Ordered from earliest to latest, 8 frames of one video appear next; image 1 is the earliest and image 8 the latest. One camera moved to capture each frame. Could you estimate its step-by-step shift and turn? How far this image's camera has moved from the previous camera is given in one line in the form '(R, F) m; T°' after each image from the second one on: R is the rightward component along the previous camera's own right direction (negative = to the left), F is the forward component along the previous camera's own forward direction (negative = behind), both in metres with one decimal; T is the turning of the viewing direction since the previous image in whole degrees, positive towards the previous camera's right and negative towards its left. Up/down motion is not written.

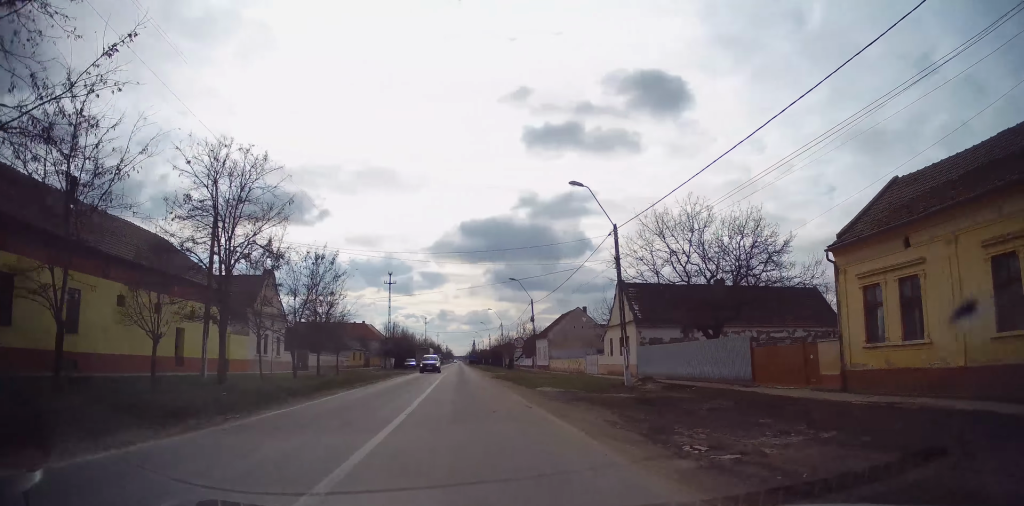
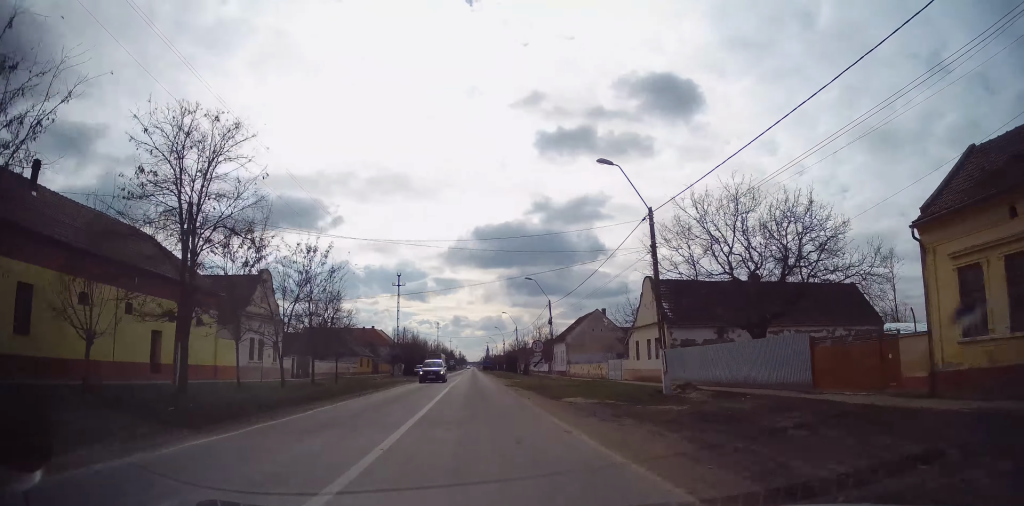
(-0.2, +3.7) m; -2°
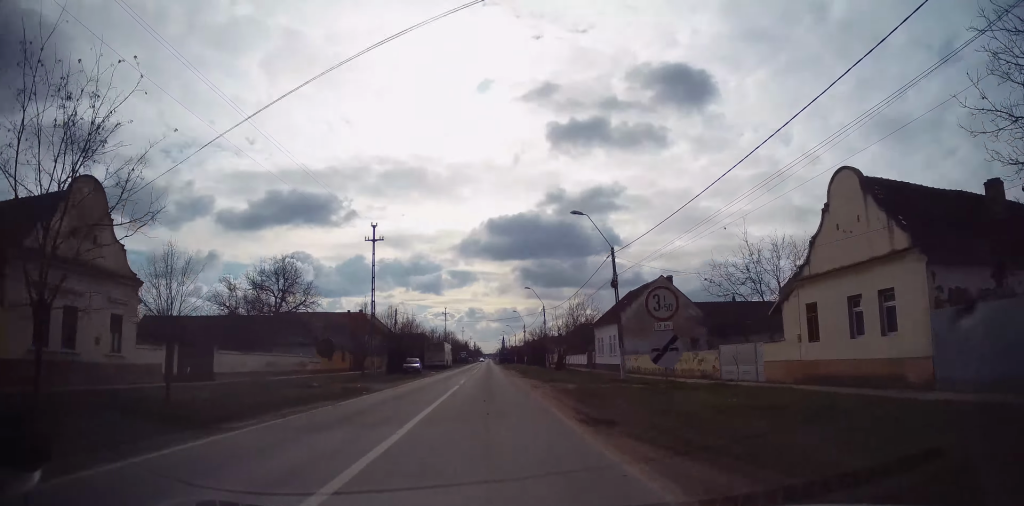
(-0.8, +19.8) m; -4°
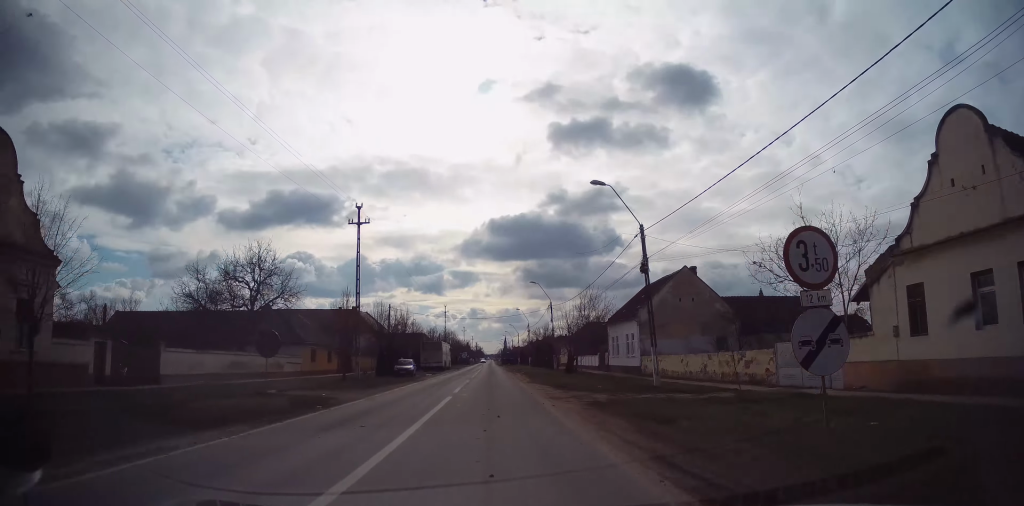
(-0.2, +5.7) m; 0°
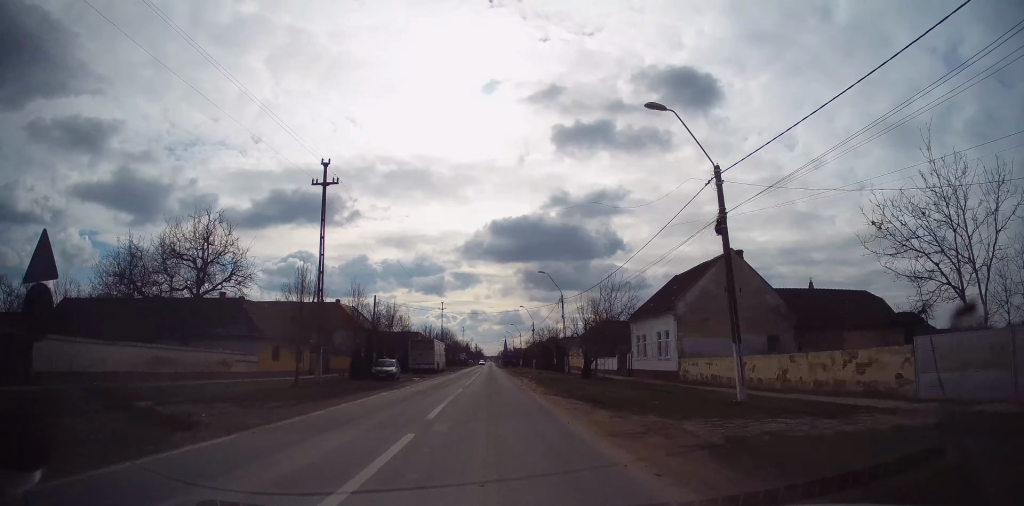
(+0.3, +9.1) m; 0°
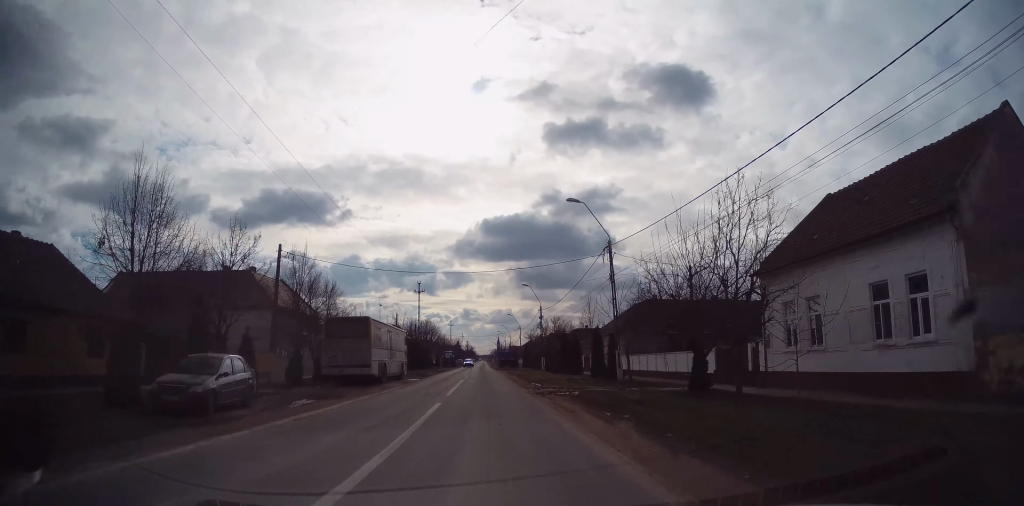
(-0.2, +25.2) m; -1°
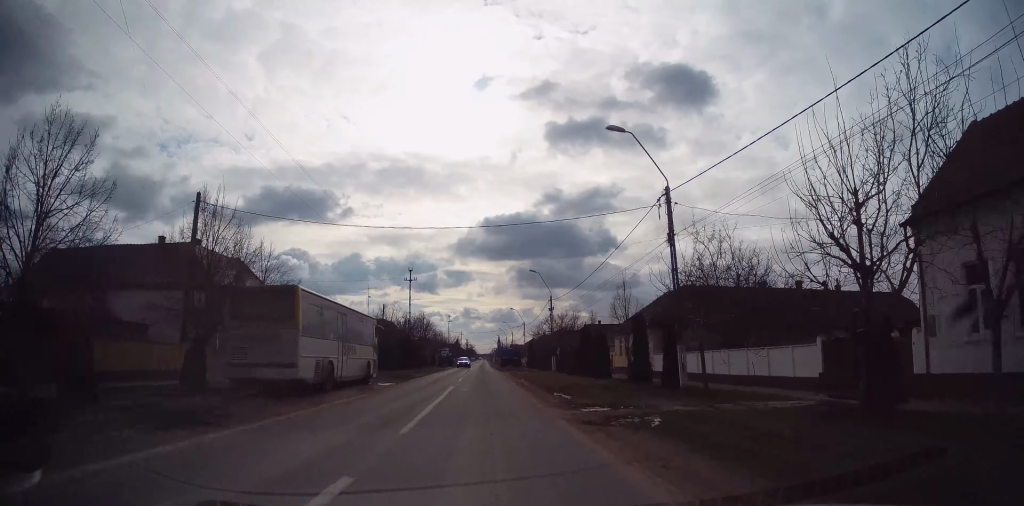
(+0.1, +9.8) m; 0°
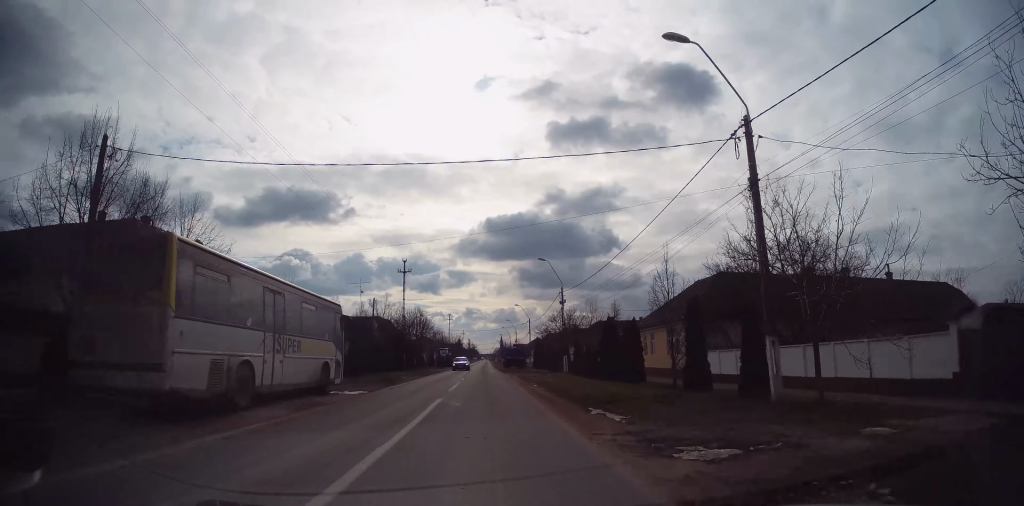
(-0.1, +7.1) m; 0°
